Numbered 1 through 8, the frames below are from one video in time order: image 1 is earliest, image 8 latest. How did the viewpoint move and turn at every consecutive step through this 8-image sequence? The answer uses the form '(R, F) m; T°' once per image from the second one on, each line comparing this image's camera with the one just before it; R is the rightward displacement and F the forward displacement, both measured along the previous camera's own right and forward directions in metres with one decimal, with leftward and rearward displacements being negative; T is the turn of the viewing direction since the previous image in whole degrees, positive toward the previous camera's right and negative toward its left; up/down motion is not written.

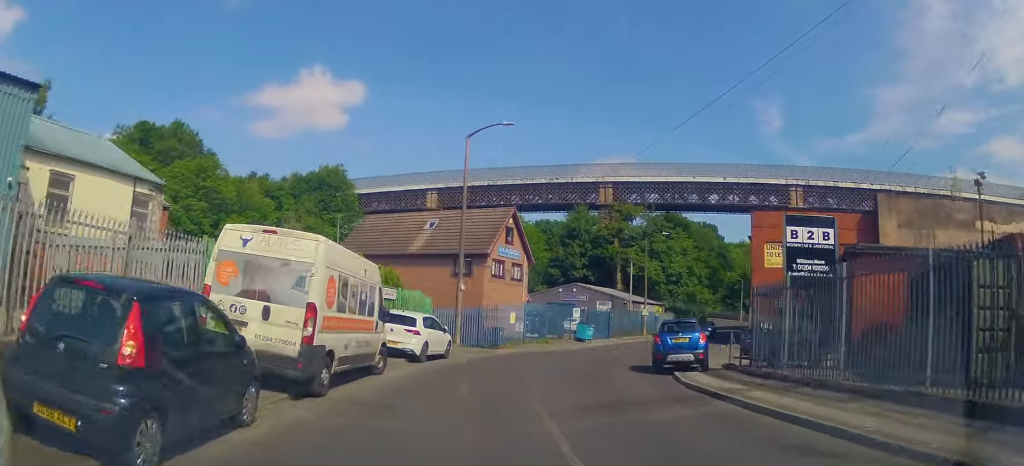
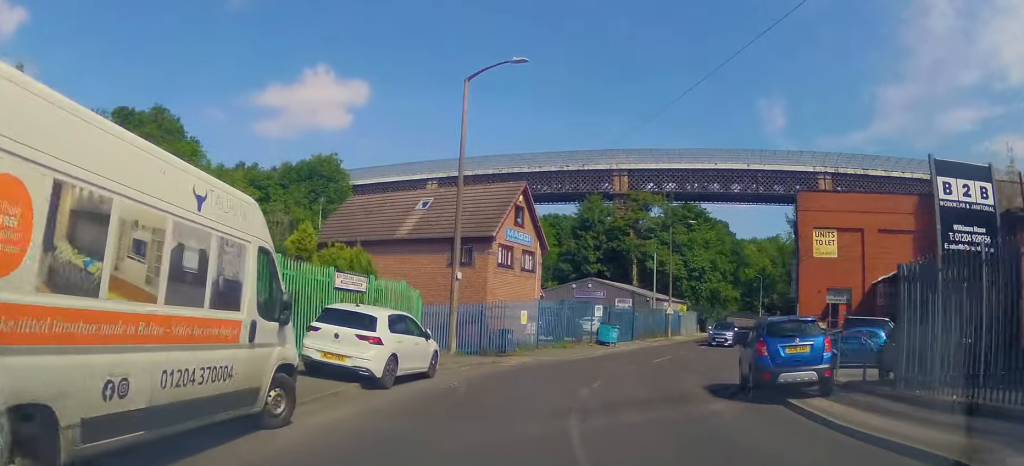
(0.0, +7.3) m; +1°
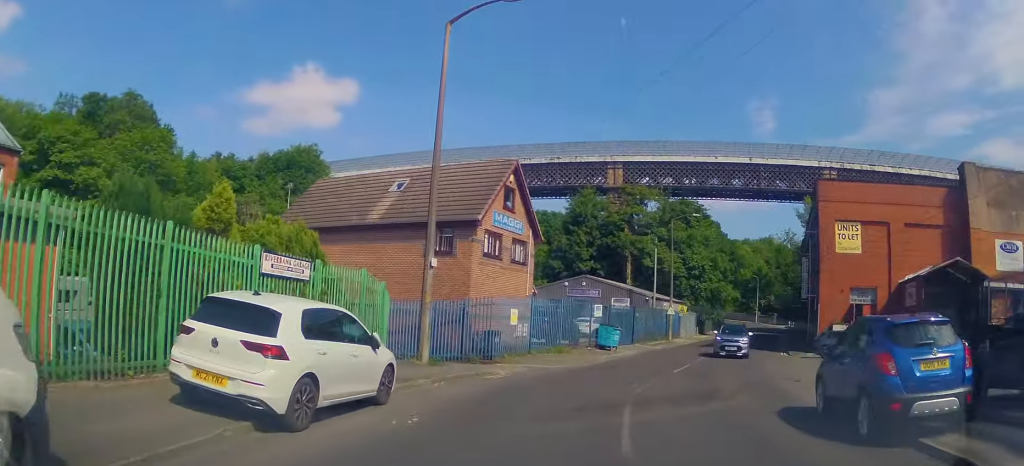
(-0.2, +4.8) m; +2°
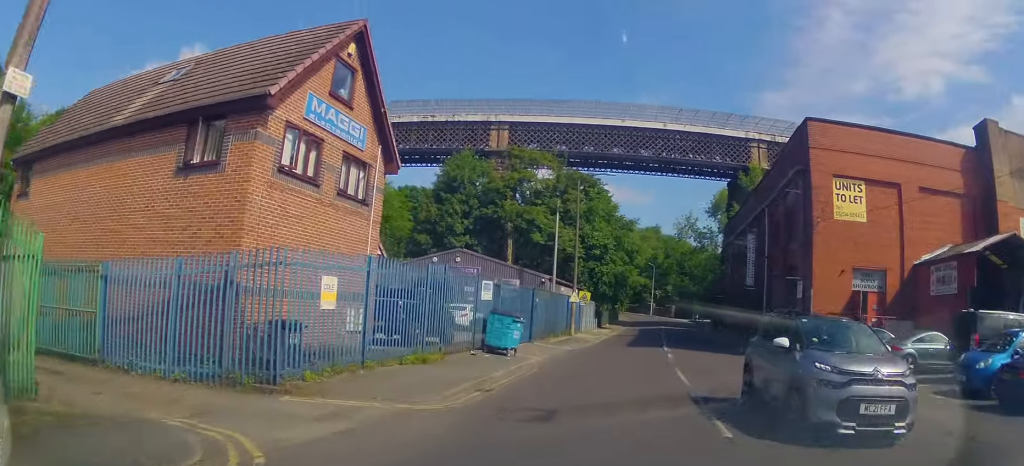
(+1.5, +12.7) m; +12°
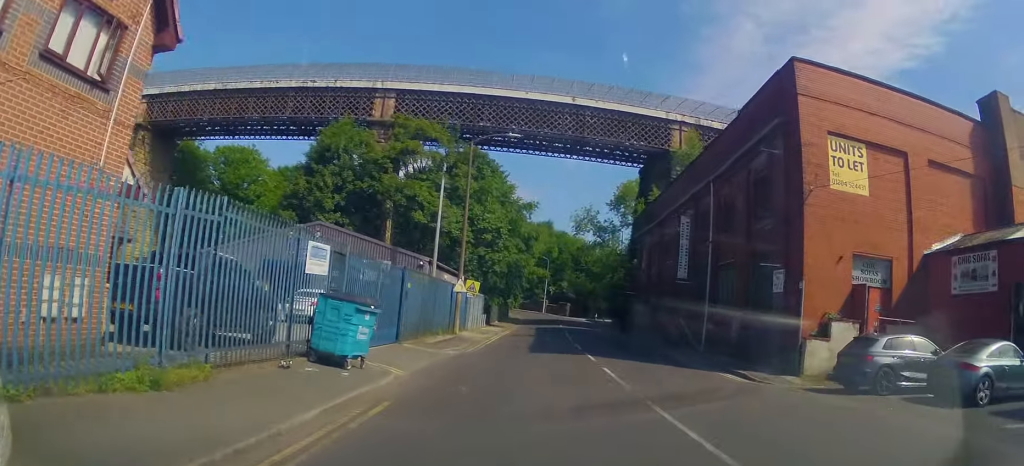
(+0.5, +7.9) m; +9°
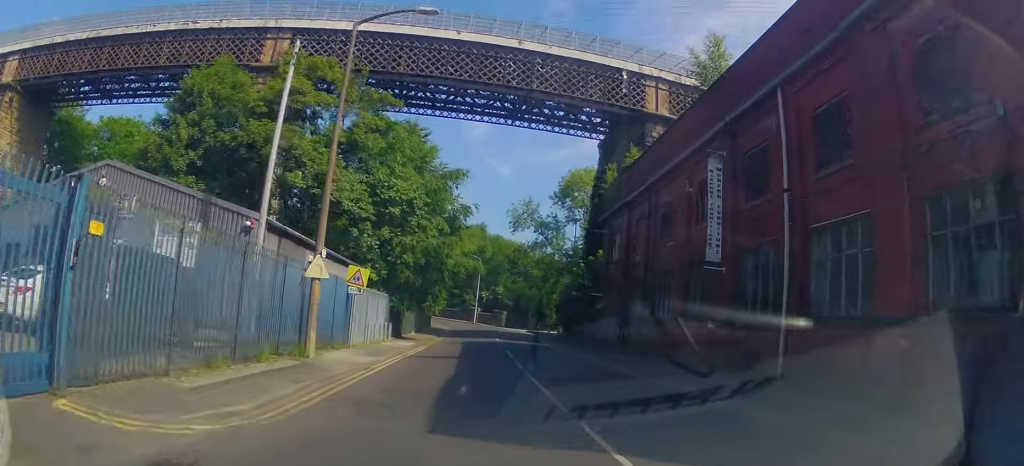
(+1.4, +13.7) m; +6°
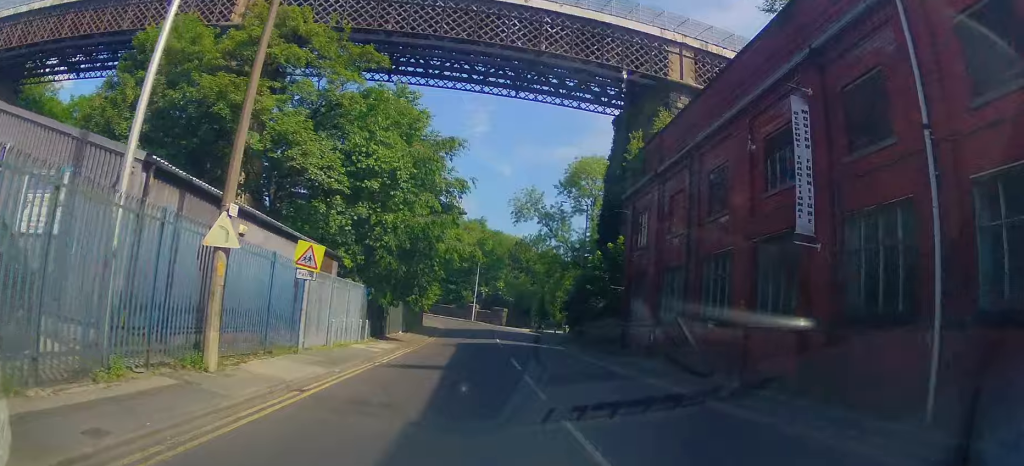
(-0.3, +6.1) m; 0°
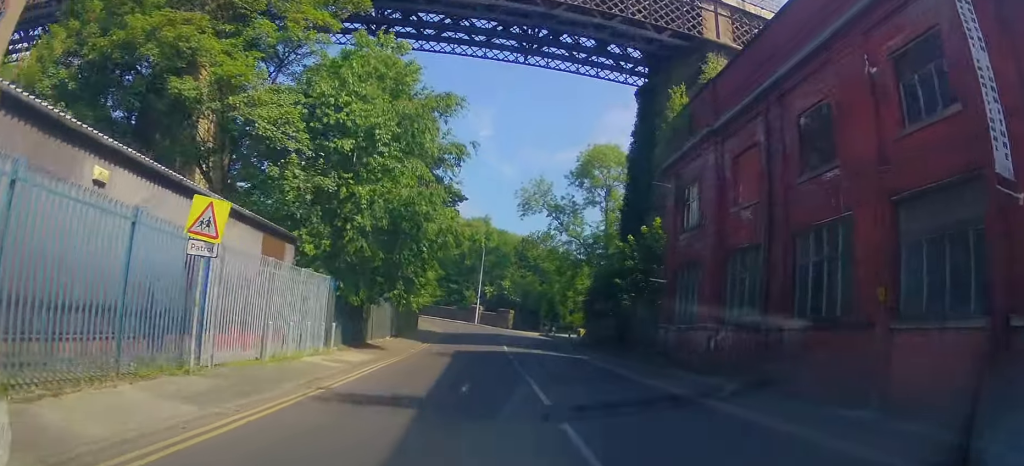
(+0.2, +6.5) m; 0°
